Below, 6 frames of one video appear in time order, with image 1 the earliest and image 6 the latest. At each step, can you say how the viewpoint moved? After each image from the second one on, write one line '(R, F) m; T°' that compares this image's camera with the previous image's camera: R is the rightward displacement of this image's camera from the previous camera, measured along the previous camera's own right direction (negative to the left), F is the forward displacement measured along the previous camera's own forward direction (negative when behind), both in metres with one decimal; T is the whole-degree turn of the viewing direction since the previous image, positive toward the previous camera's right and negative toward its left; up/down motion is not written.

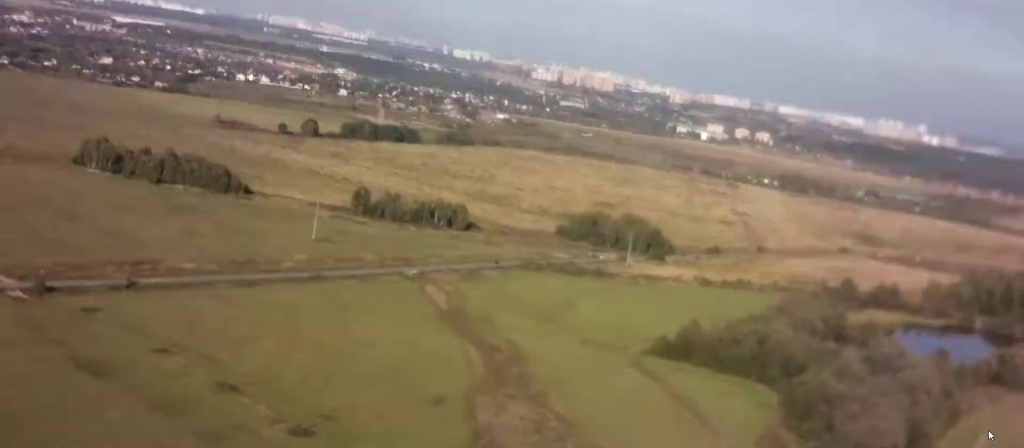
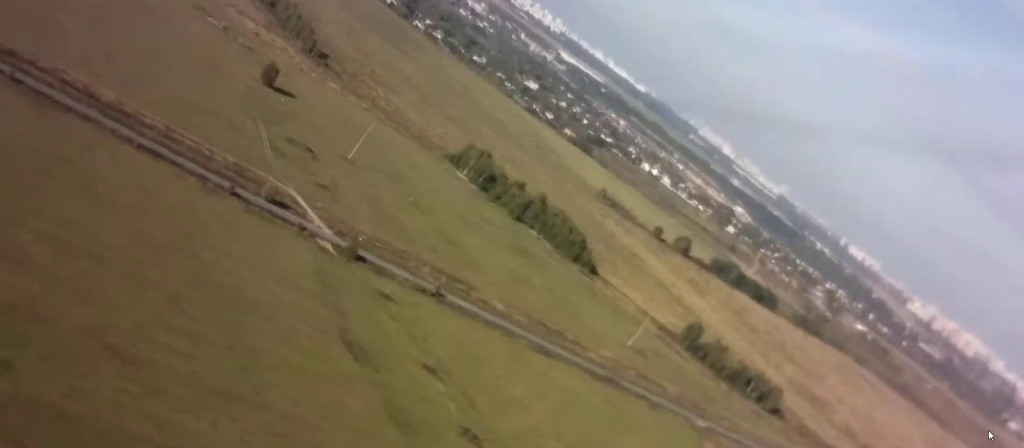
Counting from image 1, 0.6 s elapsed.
(-2.0, +10.5) m; -13°
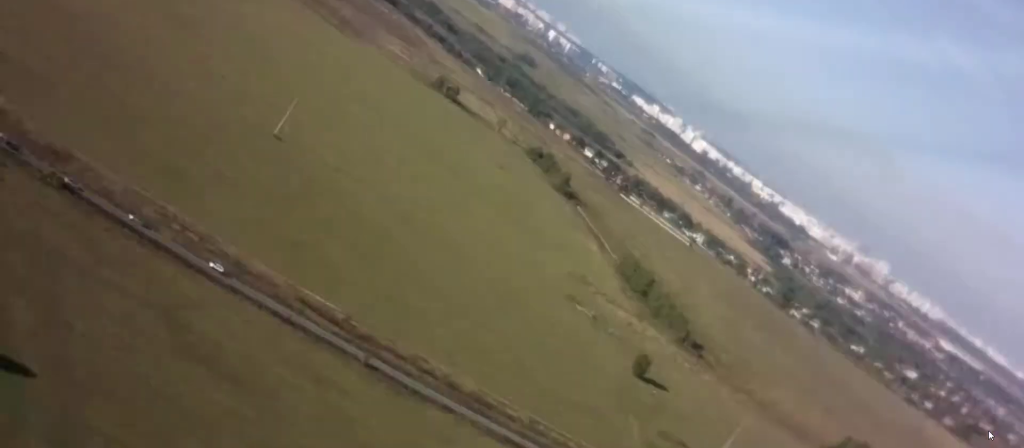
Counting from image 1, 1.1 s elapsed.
(-0.9, +10.8) m; -14°
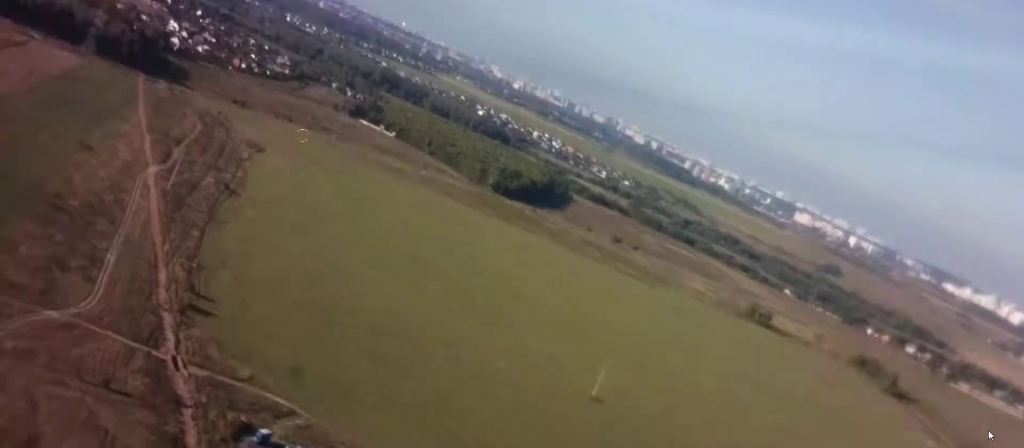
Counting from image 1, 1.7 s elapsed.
(-1.7, +9.6) m; -11°
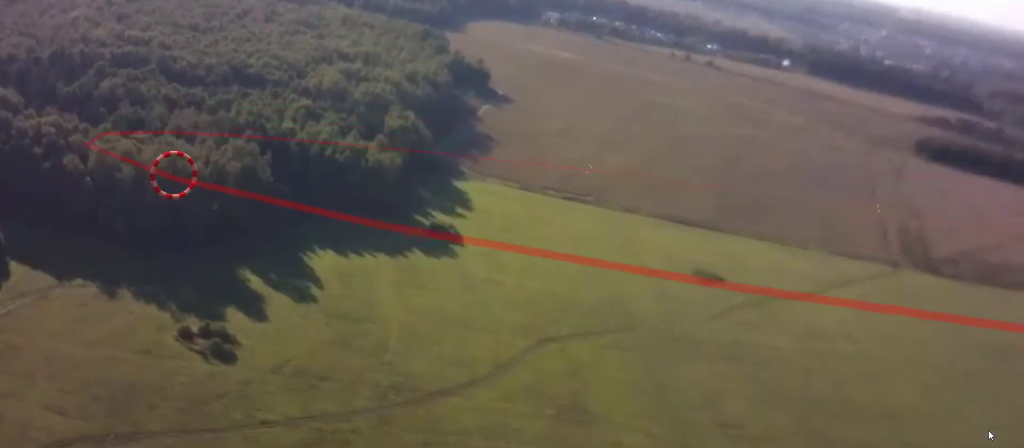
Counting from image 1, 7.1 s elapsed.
(-63.5, +50.6) m; -91°
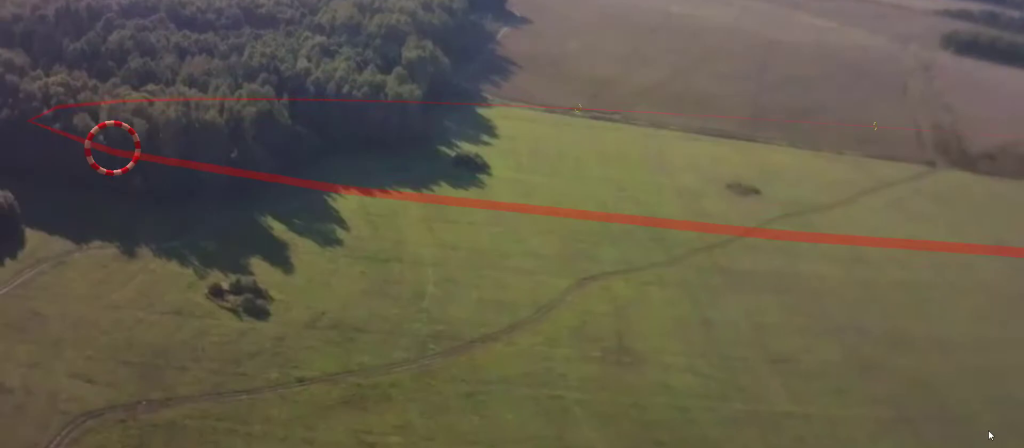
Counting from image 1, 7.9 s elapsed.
(-0.5, +12.9) m; -1°
